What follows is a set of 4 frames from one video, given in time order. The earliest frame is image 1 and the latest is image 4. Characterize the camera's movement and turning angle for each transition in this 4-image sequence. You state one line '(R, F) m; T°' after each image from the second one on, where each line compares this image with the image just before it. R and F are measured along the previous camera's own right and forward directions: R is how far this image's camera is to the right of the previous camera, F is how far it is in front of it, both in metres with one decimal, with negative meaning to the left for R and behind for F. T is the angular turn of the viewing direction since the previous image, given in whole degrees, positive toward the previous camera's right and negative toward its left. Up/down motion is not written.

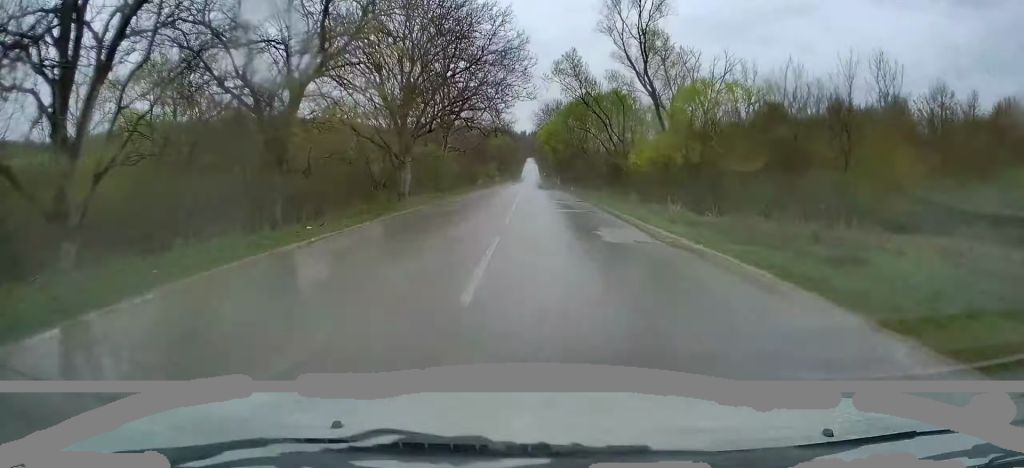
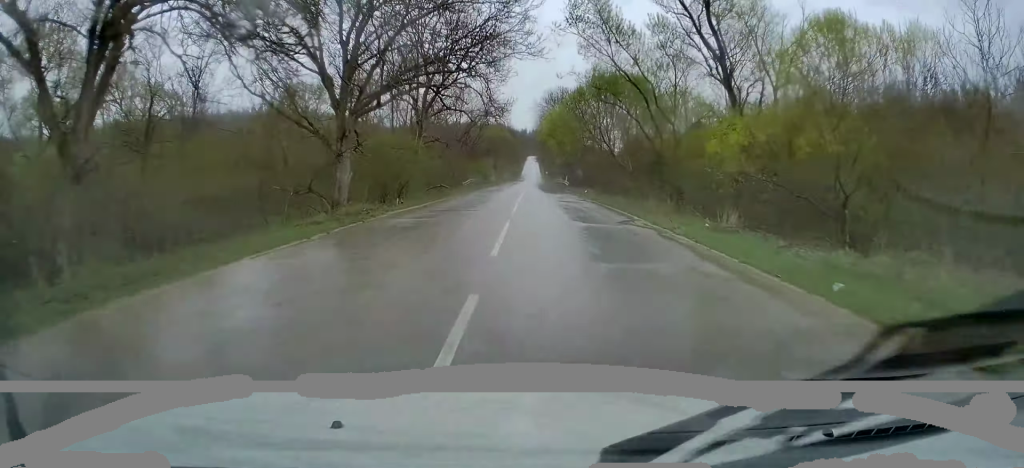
(0.0, +14.7) m; 0°
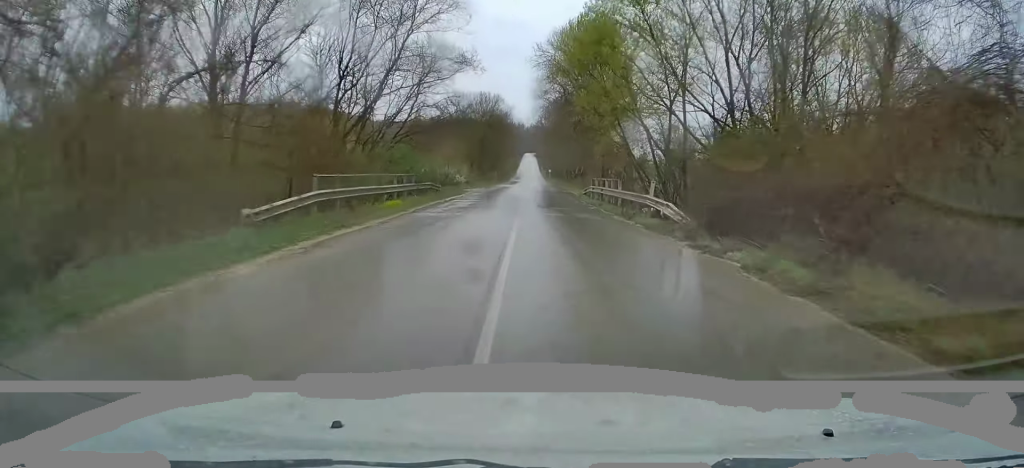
(+0.4, +45.5) m; 0°
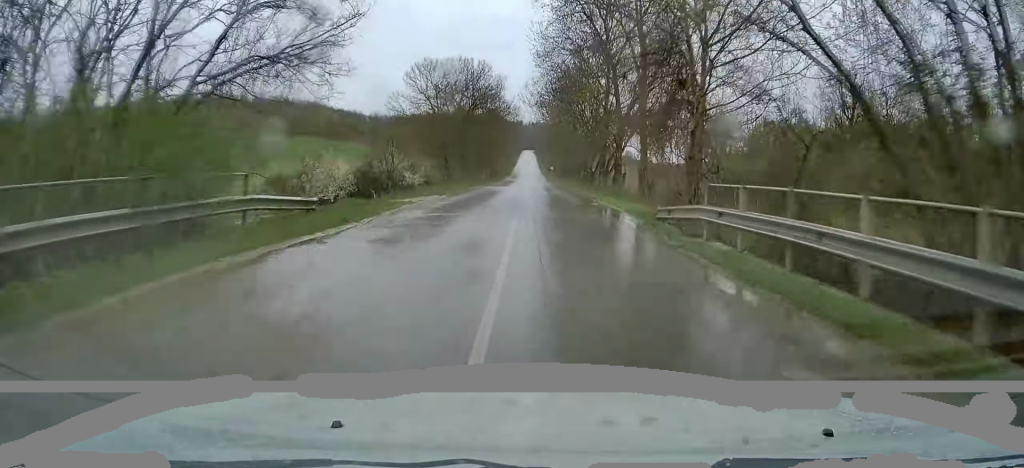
(-0.1, +23.1) m; 0°
